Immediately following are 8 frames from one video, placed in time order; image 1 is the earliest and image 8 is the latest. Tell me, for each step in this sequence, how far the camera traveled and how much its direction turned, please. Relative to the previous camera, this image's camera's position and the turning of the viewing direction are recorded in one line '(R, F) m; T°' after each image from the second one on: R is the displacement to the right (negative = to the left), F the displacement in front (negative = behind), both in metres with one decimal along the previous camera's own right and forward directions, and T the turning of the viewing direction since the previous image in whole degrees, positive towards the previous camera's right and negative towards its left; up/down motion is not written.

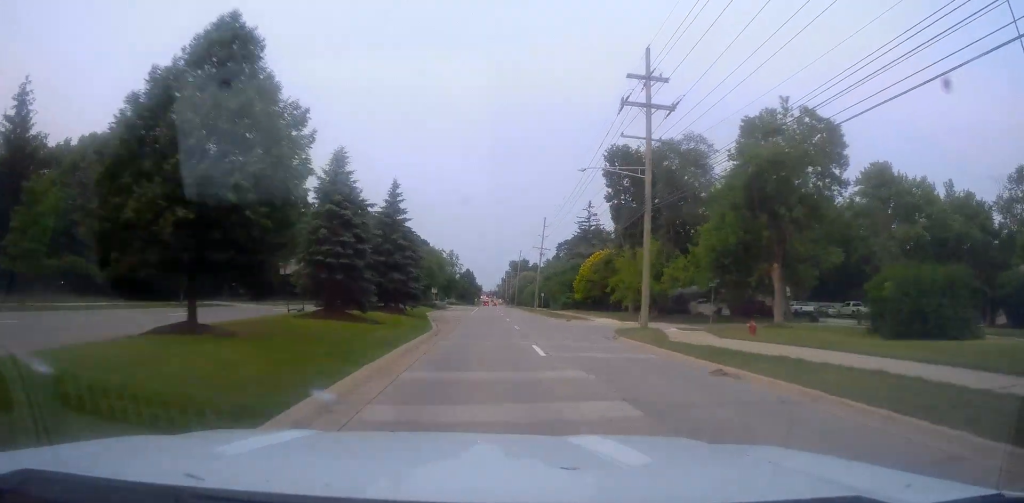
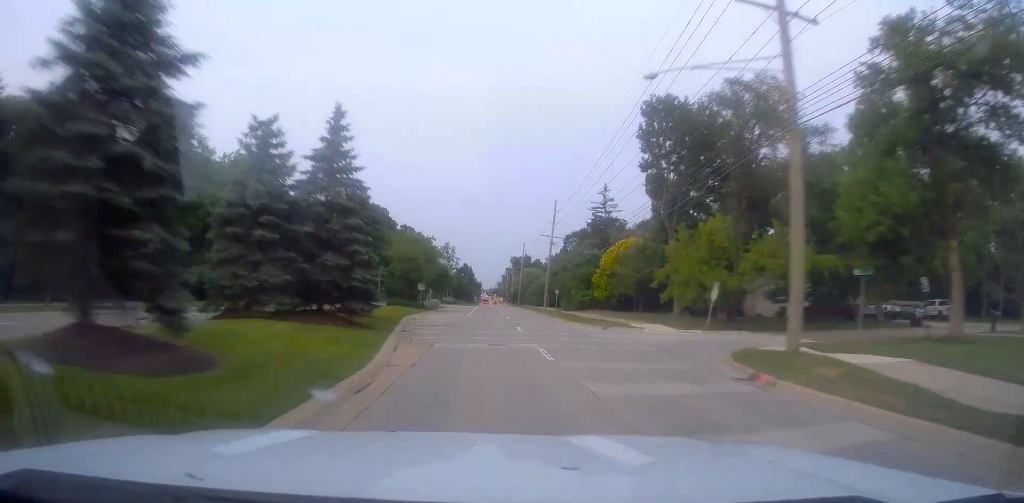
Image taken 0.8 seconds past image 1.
(-0.2, +15.9) m; +1°
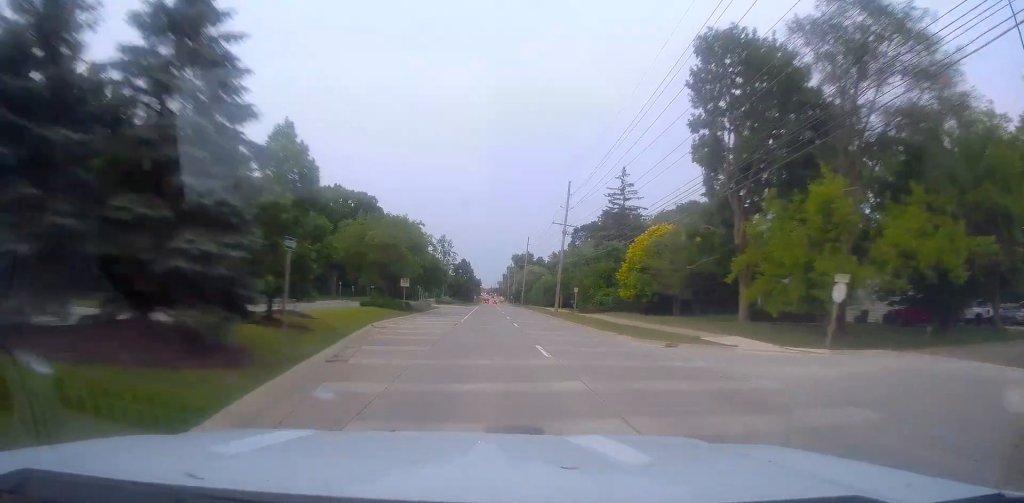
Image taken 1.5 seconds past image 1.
(+0.1, +13.3) m; +1°
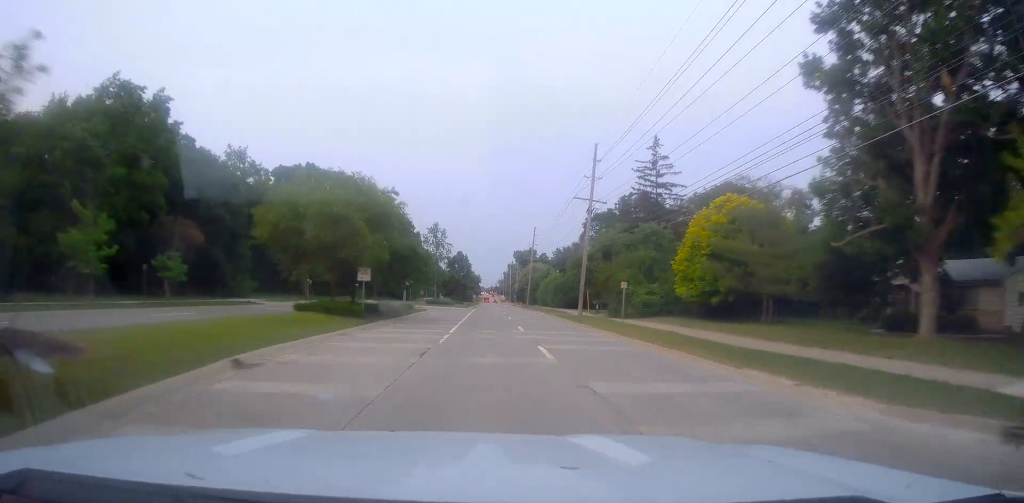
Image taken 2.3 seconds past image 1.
(+0.5, +17.3) m; +1°
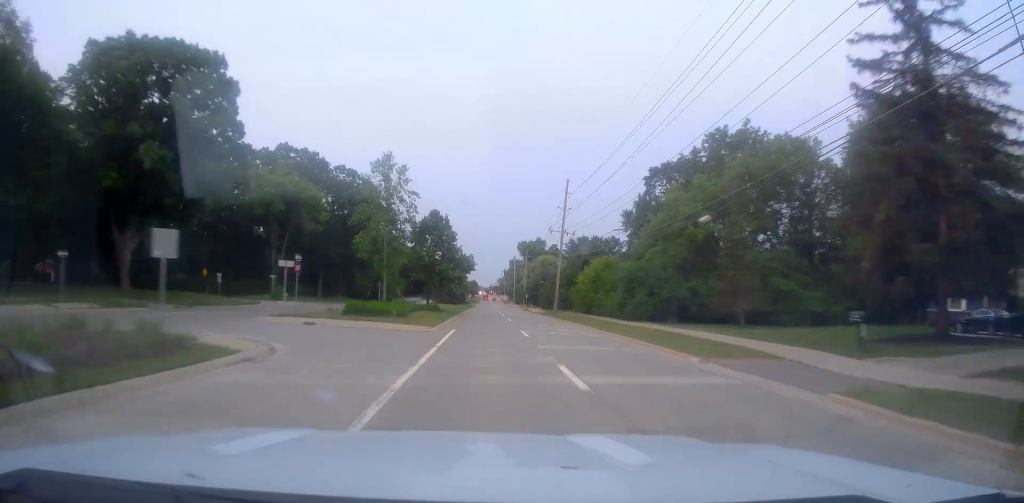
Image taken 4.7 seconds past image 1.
(-0.6, +47.8) m; -1°
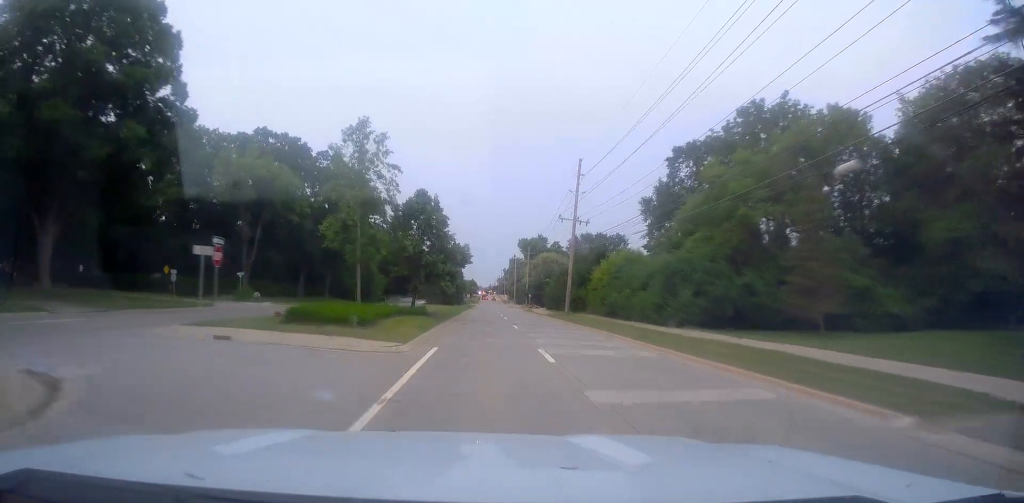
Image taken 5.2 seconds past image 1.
(-0.3, +9.9) m; 0°
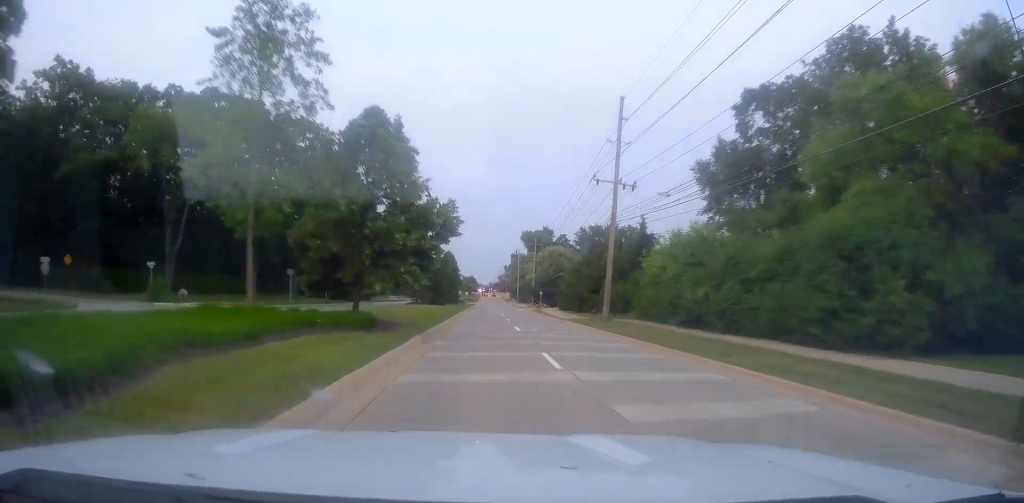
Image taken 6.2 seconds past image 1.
(+0.8, +18.5) m; 0°
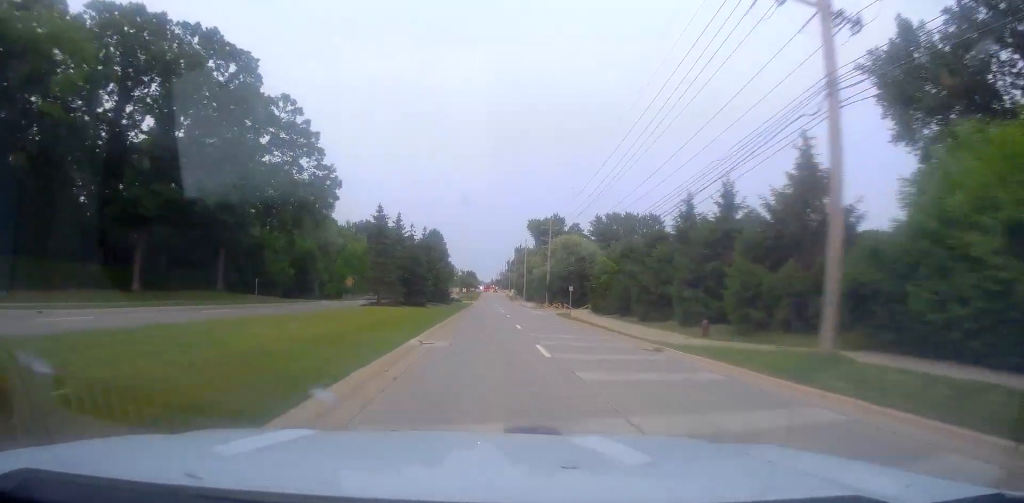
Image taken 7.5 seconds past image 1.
(-0.6, +25.6) m; 0°
